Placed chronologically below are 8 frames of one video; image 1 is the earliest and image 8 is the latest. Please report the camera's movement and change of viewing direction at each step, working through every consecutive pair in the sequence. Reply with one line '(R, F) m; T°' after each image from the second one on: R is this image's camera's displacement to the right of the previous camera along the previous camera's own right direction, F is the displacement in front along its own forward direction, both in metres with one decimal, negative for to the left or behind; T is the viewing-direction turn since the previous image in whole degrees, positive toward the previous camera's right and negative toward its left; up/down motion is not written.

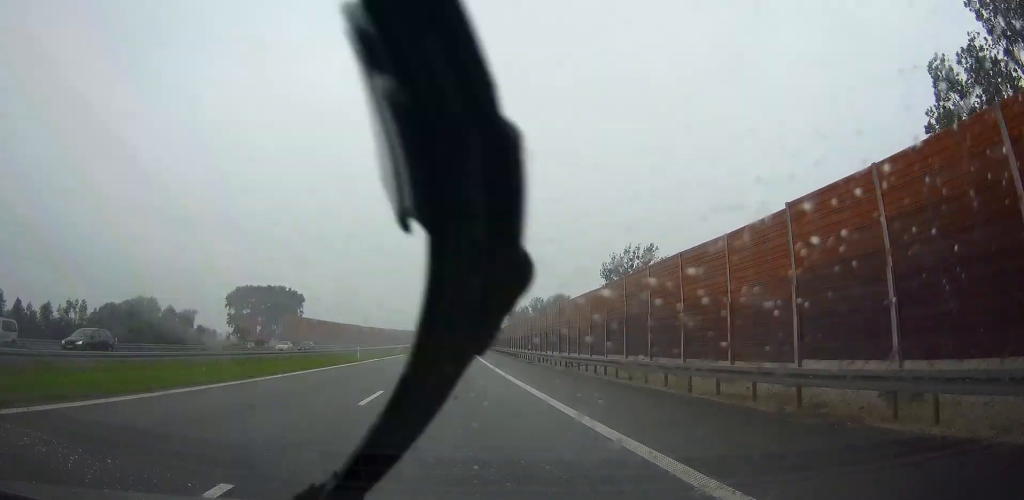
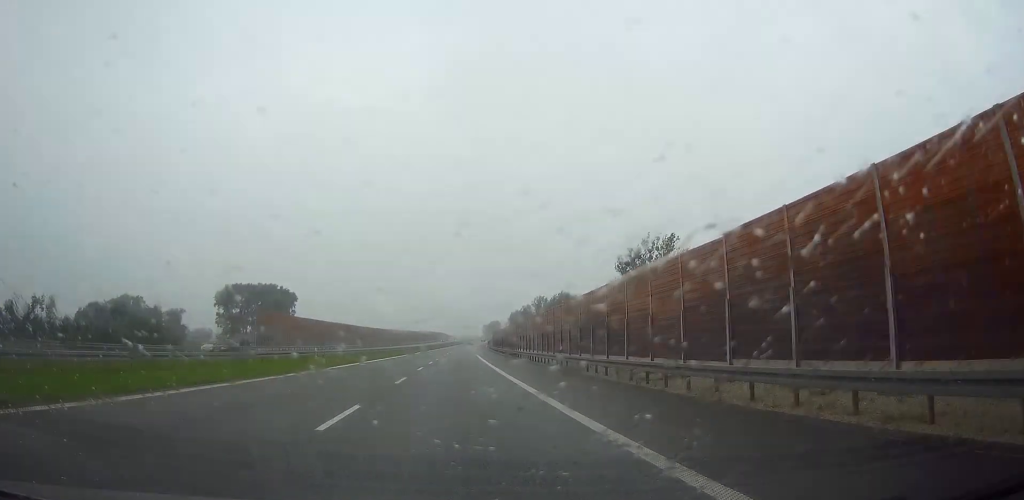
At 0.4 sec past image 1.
(0.0, +16.6) m; 0°
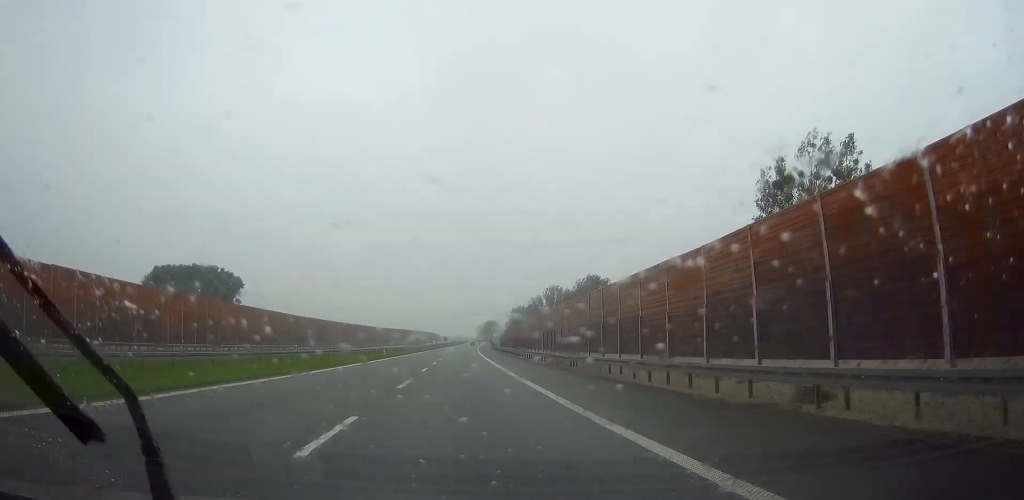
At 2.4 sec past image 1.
(+0.5, +75.1) m; +1°
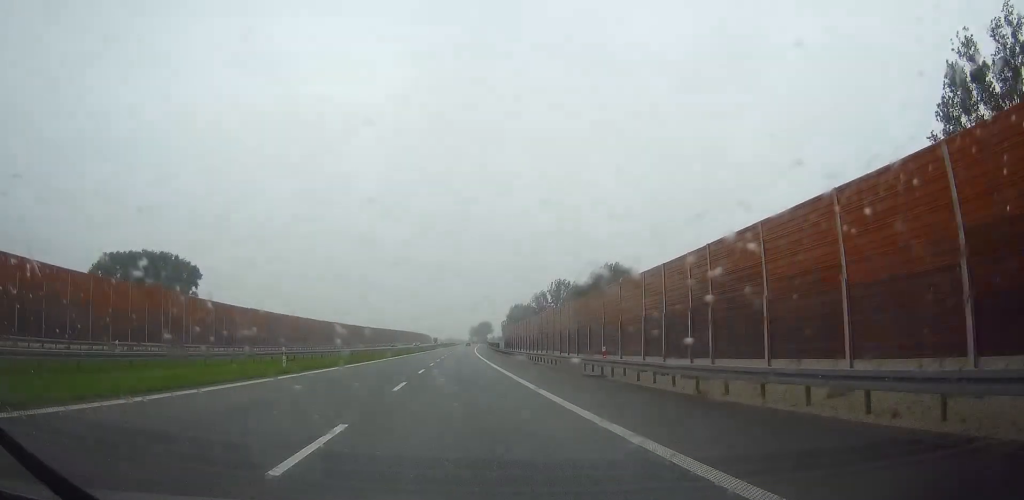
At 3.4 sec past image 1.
(+0.2, +36.7) m; +1°
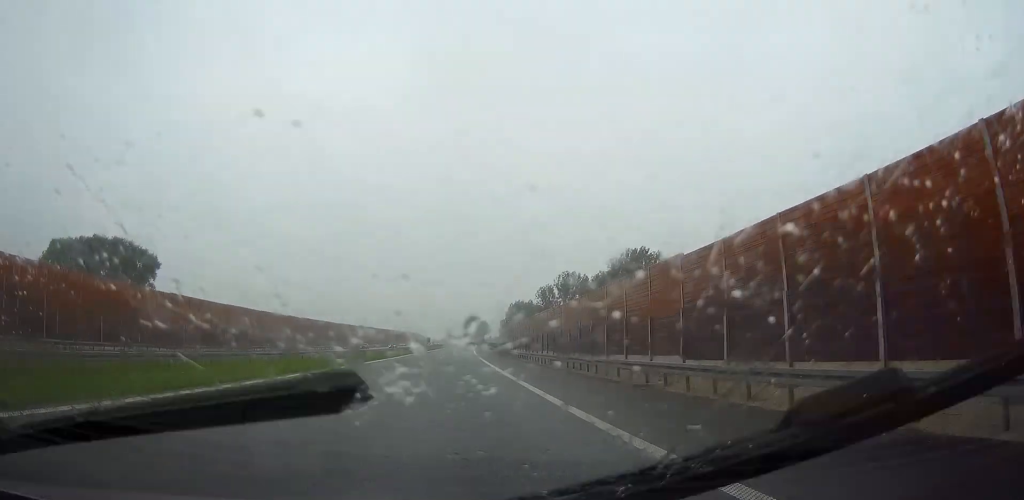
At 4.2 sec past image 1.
(+0.1, +28.8) m; 0°
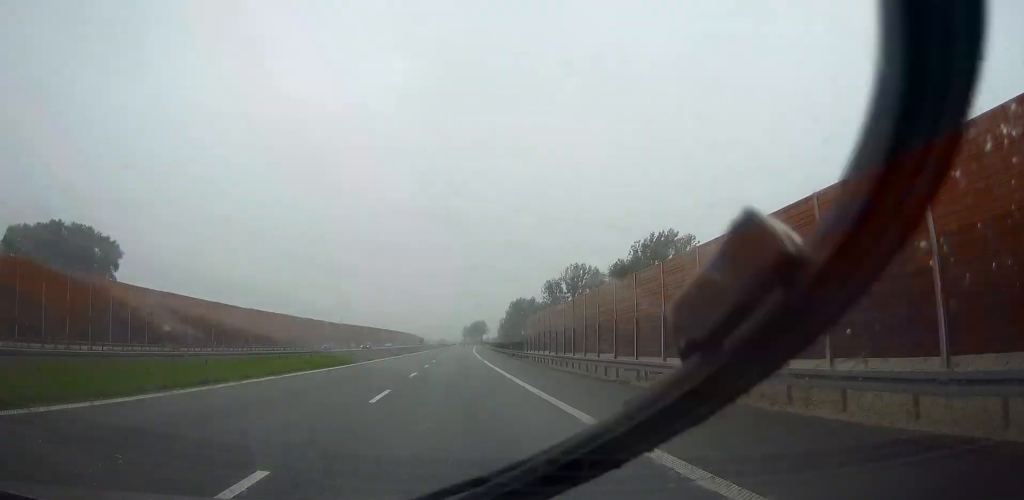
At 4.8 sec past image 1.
(0.0, +21.3) m; 0°
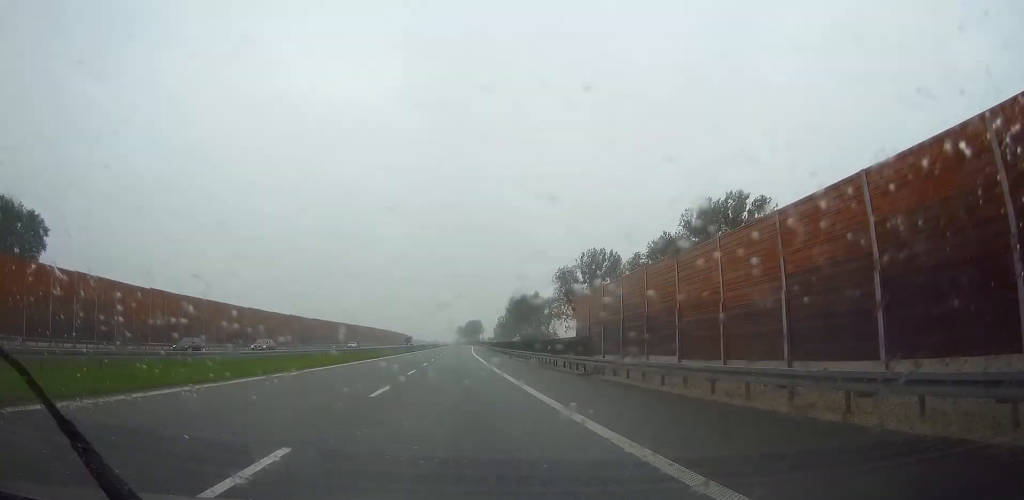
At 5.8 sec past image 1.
(+0.2, +32.5) m; 0°
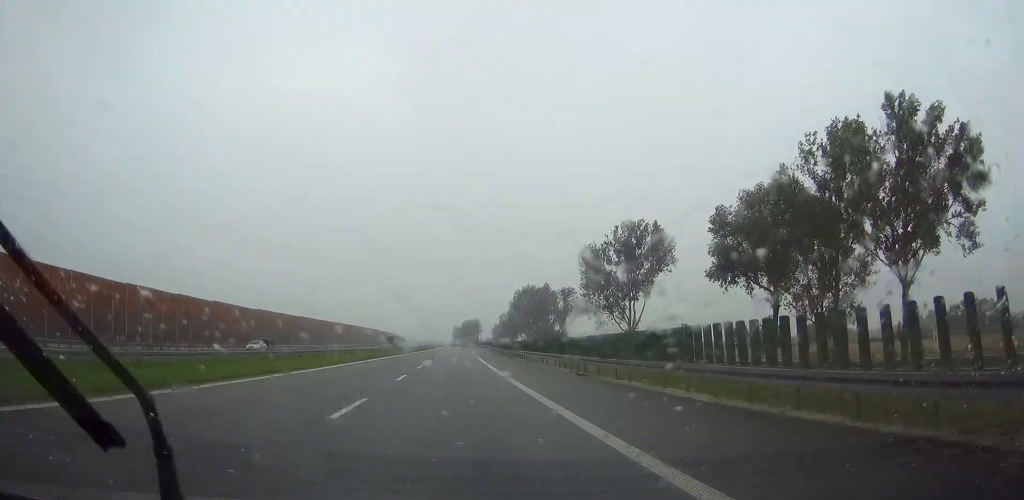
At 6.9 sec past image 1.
(+0.1, +38.1) m; 0°
